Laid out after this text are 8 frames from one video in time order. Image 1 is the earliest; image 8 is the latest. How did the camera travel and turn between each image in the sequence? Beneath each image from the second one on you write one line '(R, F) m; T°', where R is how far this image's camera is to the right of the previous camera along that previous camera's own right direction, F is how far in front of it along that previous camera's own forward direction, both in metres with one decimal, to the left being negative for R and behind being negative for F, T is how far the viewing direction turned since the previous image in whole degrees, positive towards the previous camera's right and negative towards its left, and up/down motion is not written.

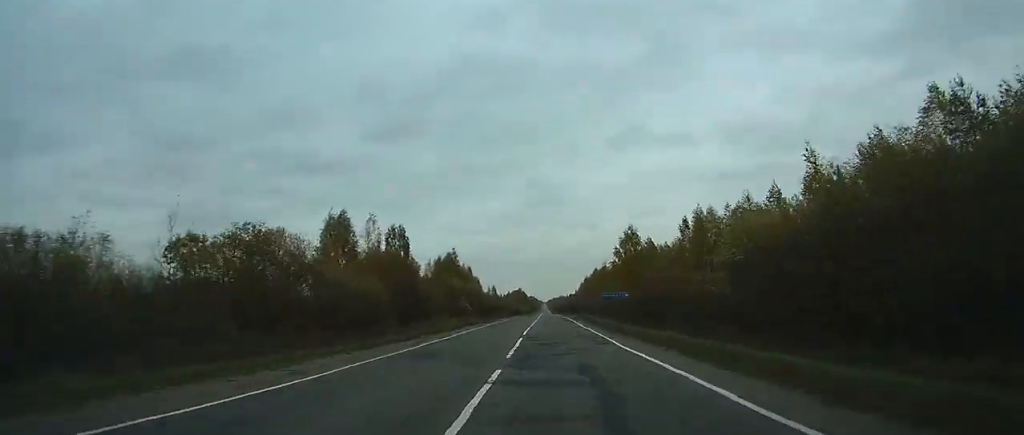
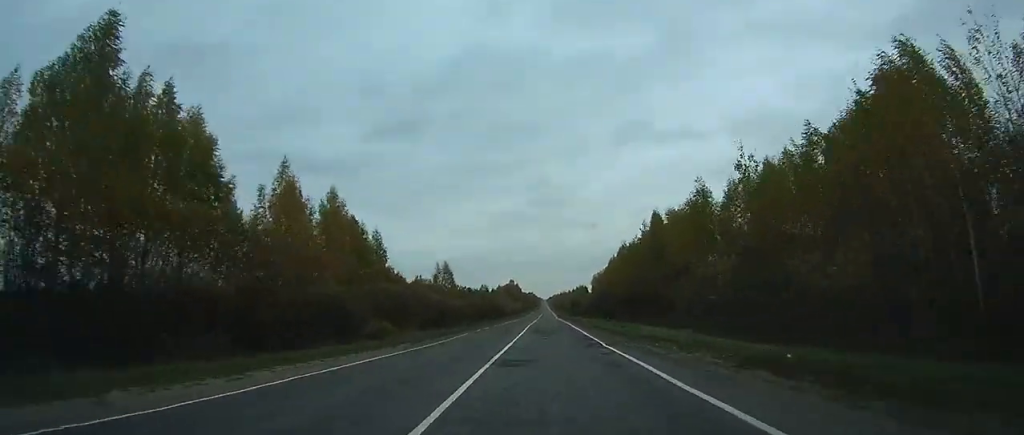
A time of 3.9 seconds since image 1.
(0.0, +107.2) m; 0°
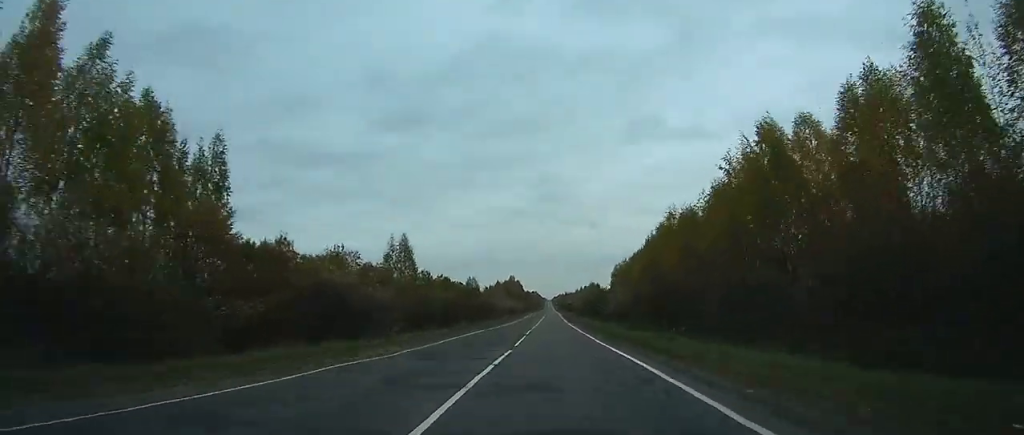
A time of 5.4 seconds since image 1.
(0.0, +42.1) m; 0°
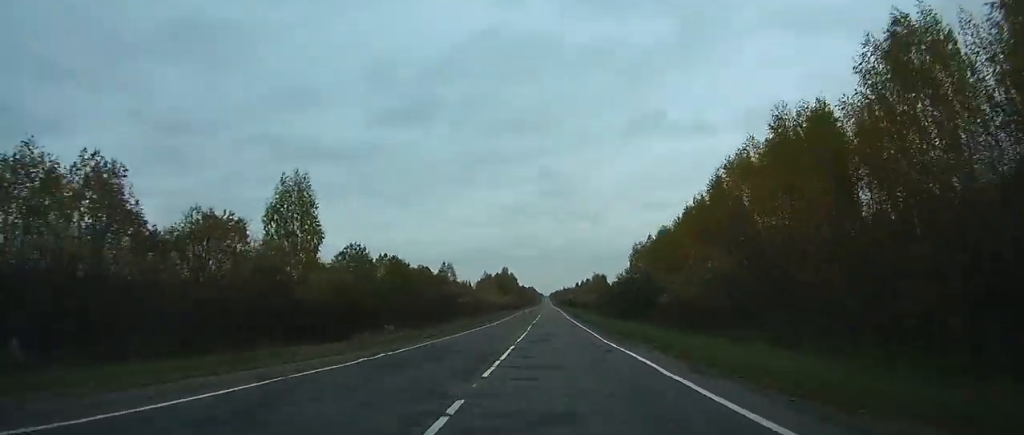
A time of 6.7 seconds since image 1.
(-0.1, +36.3) m; 0°
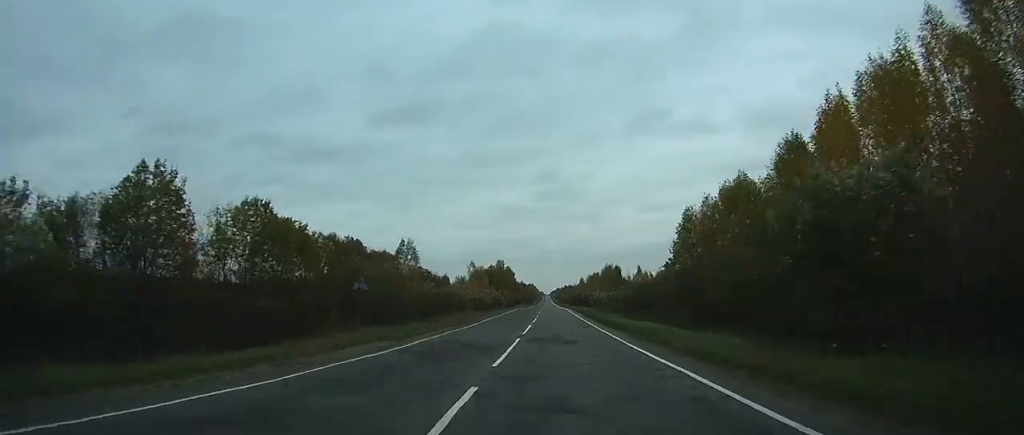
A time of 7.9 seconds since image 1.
(+0.1, +35.1) m; 0°
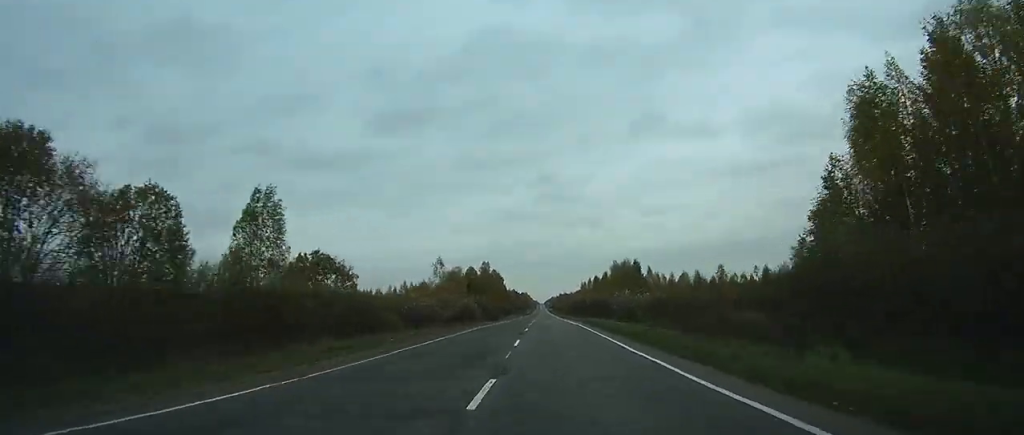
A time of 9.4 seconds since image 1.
(0.0, +39.9) m; 0°
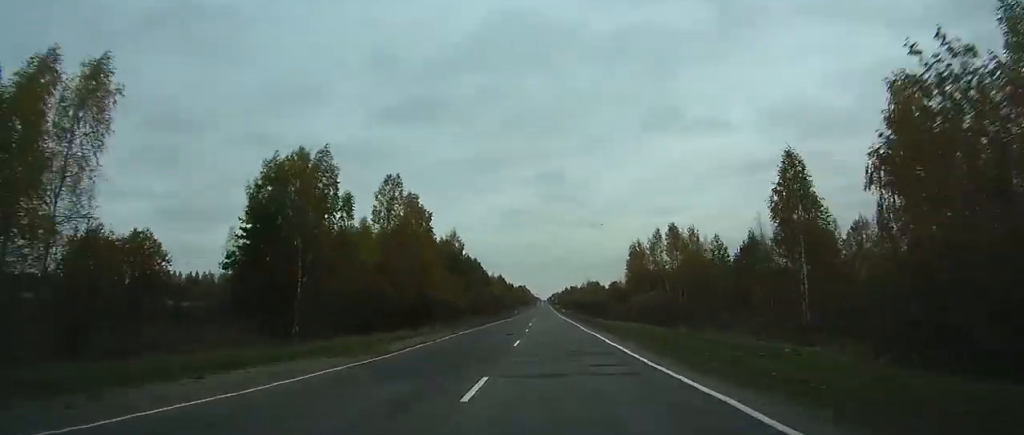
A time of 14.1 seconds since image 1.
(-0.5, +130.4) m; 0°
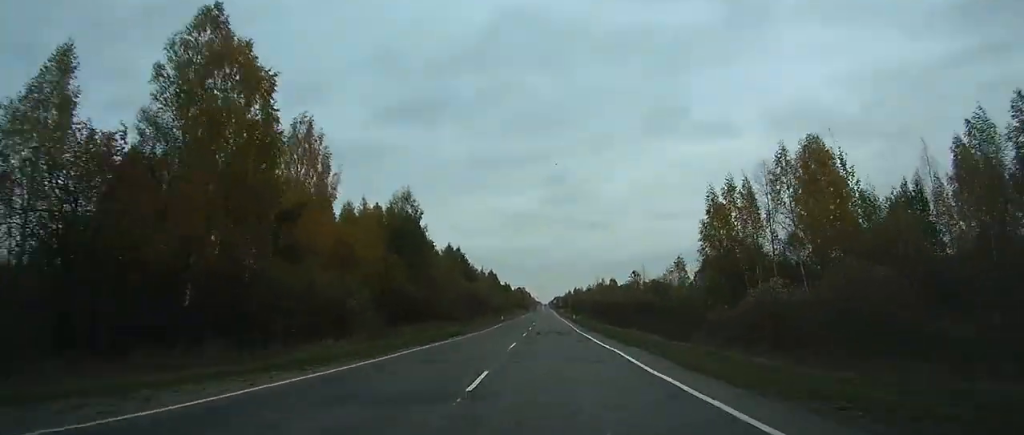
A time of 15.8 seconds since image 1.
(-0.1, +49.1) m; 0°
